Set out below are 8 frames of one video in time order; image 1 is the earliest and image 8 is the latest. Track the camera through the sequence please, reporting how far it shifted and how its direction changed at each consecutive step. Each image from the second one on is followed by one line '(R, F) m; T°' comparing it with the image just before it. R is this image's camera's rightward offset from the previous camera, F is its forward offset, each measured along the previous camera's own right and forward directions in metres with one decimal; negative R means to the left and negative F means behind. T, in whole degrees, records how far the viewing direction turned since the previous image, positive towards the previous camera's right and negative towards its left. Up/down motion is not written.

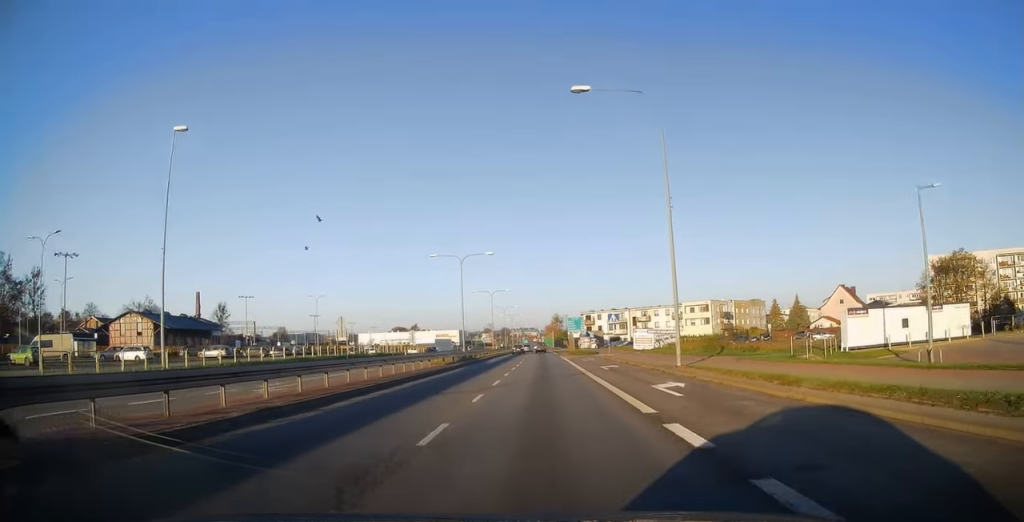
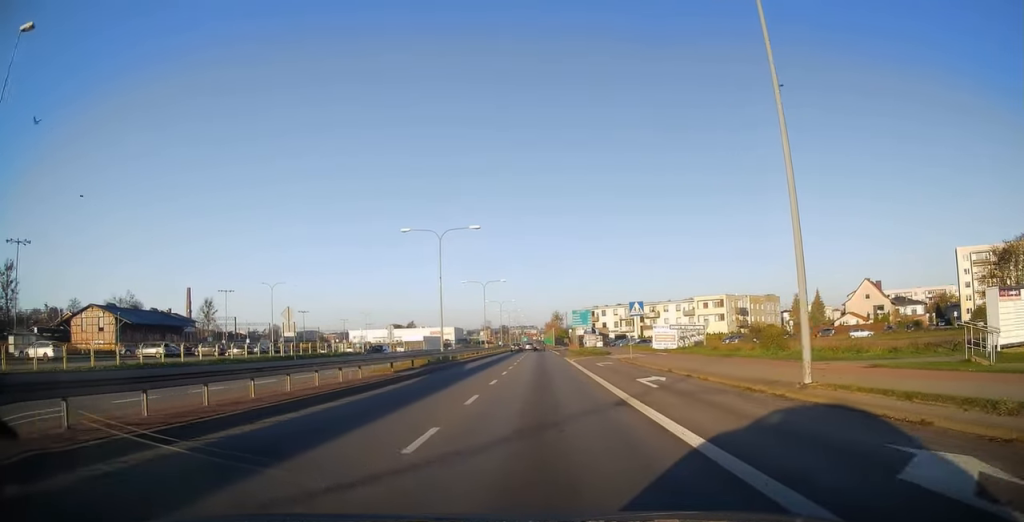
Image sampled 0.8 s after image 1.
(-0.1, +12.7) m; 0°
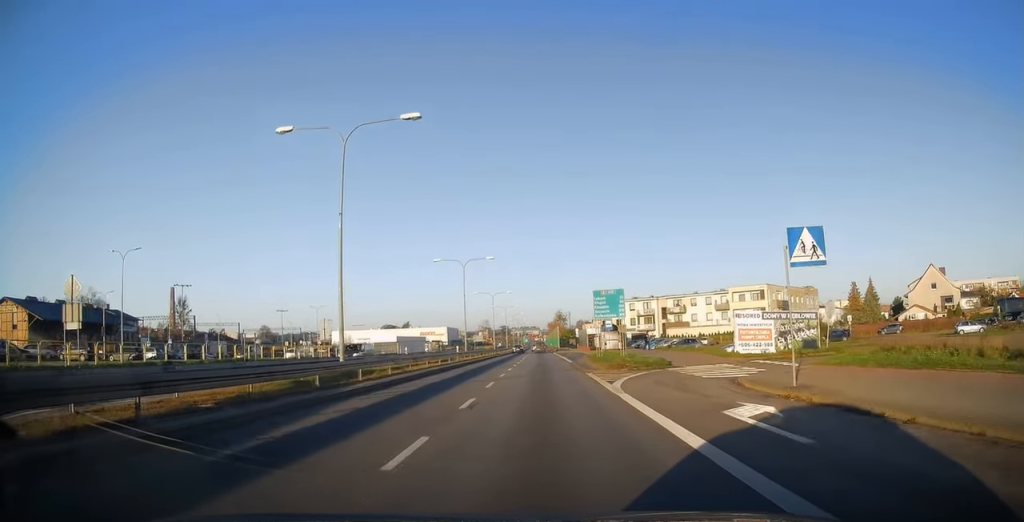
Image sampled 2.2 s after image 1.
(+0.2, +24.5) m; 0°
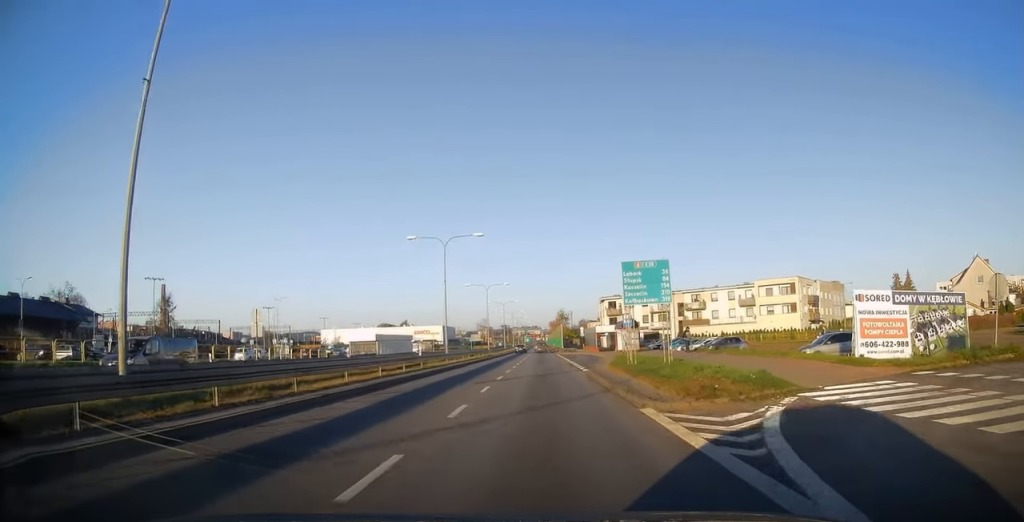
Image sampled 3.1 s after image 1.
(-0.4, +13.5) m; 0°
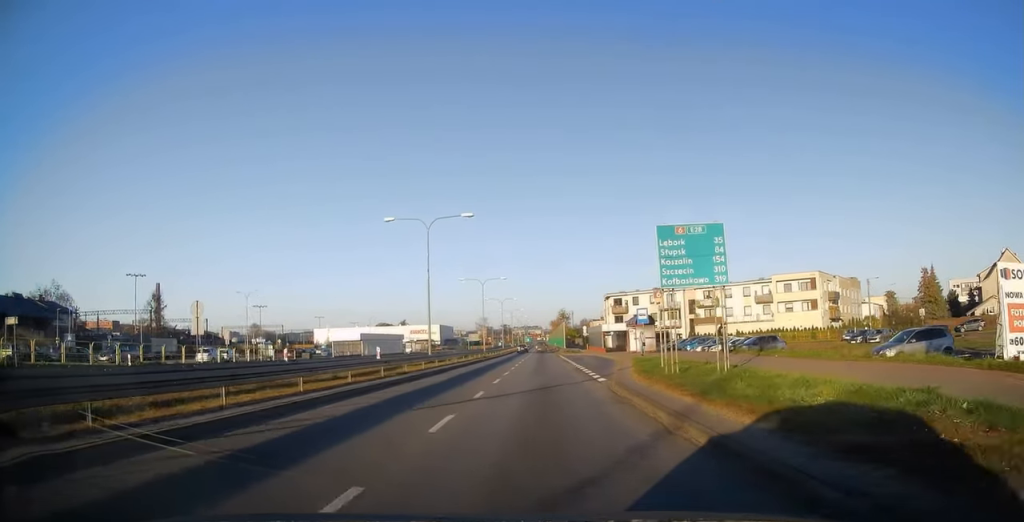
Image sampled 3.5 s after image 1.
(0.0, +7.7) m; 0°
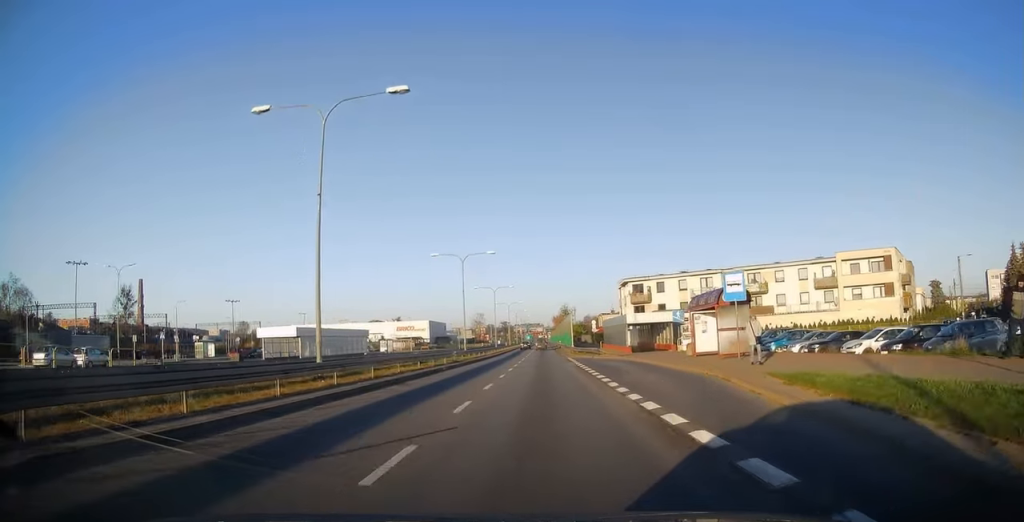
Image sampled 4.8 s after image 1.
(+0.2, +21.5) m; 0°
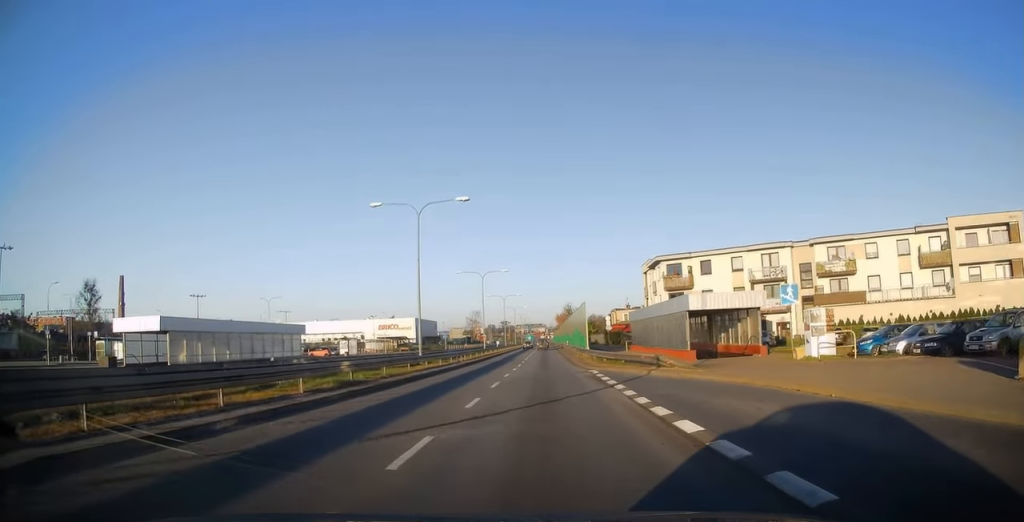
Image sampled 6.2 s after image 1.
(+0.2, +22.9) m; 0°
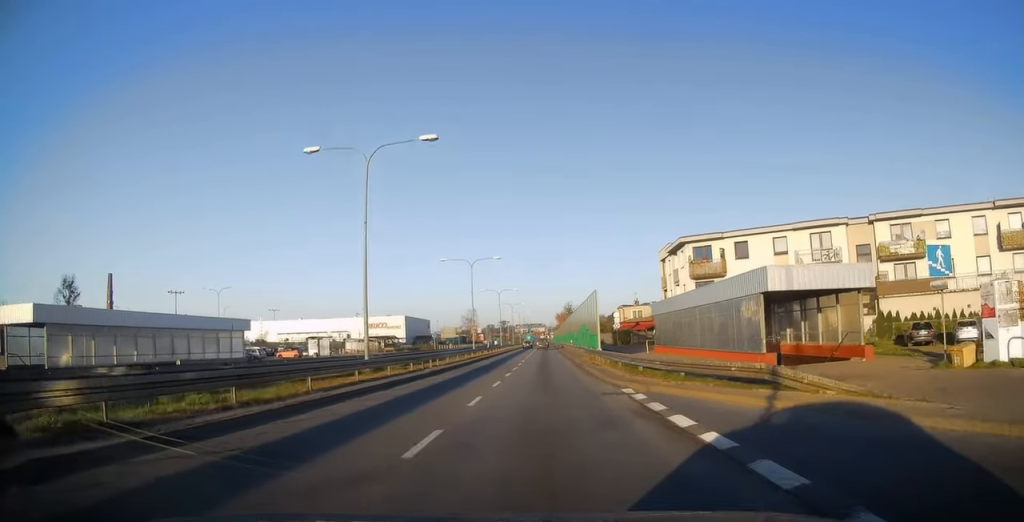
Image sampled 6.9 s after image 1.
(-0.2, +11.6) m; -1°
